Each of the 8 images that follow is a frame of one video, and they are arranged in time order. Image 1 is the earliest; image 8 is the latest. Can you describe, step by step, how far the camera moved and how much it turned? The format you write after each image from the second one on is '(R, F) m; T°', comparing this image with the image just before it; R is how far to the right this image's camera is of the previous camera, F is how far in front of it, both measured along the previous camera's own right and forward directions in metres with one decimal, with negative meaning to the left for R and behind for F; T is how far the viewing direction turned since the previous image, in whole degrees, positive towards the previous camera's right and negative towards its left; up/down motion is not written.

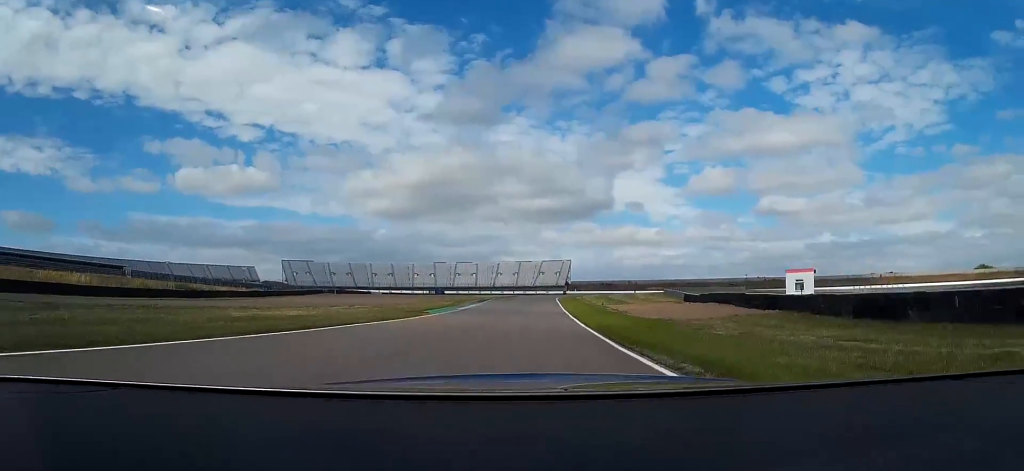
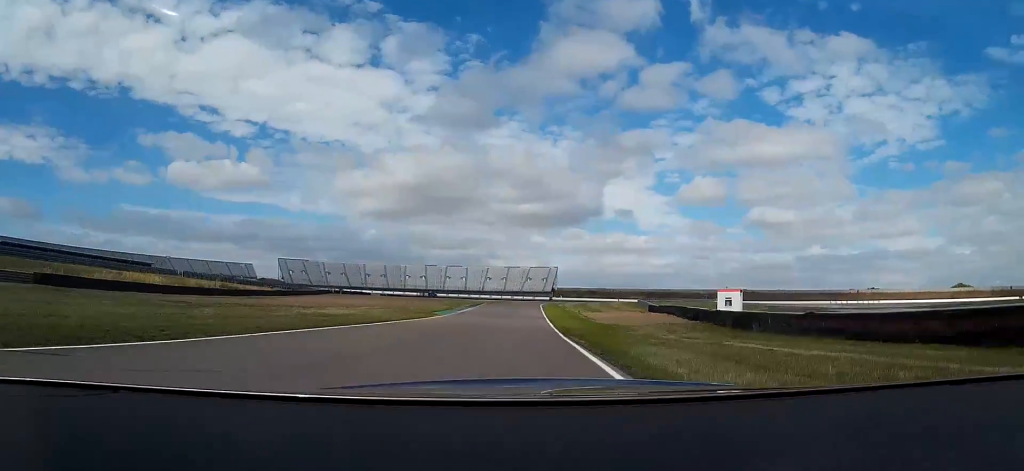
(+0.1, +15.5) m; +1°
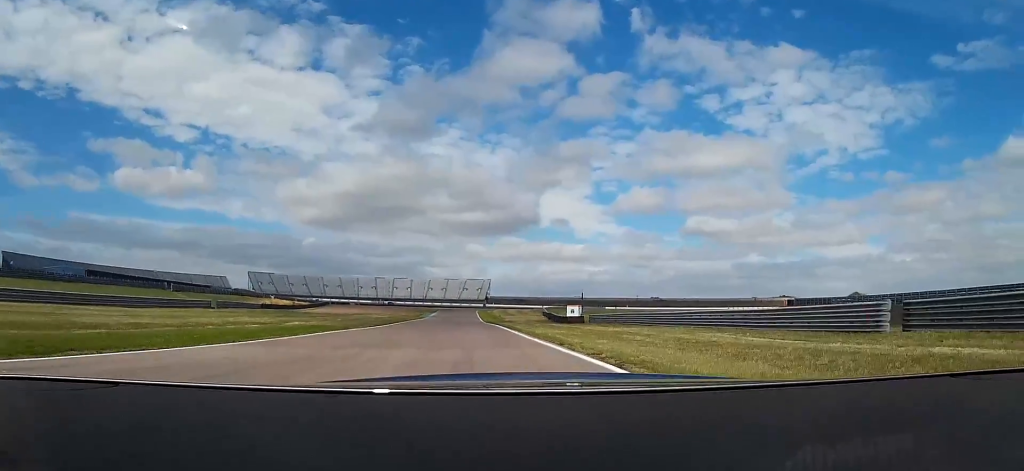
(+3.3, +71.5) m; +7°
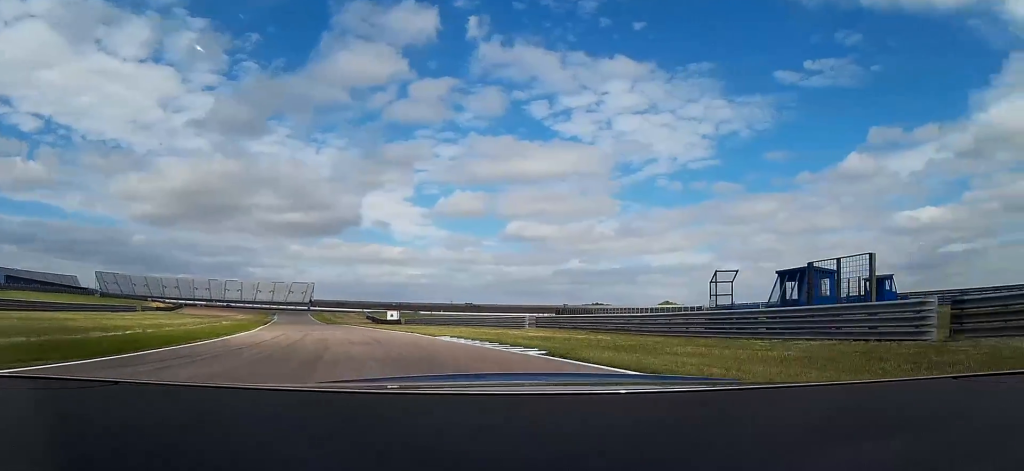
(+2.1, +34.4) m; +11°
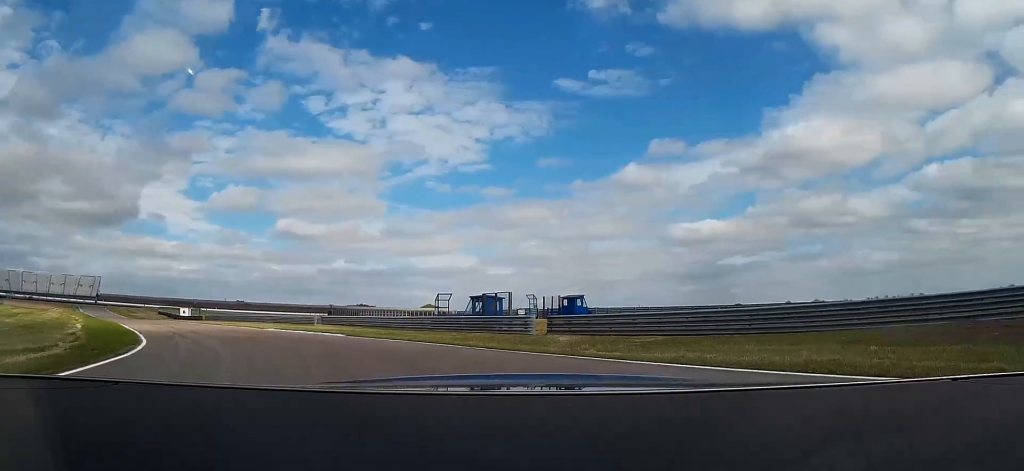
(+2.6, +20.6) m; +19°
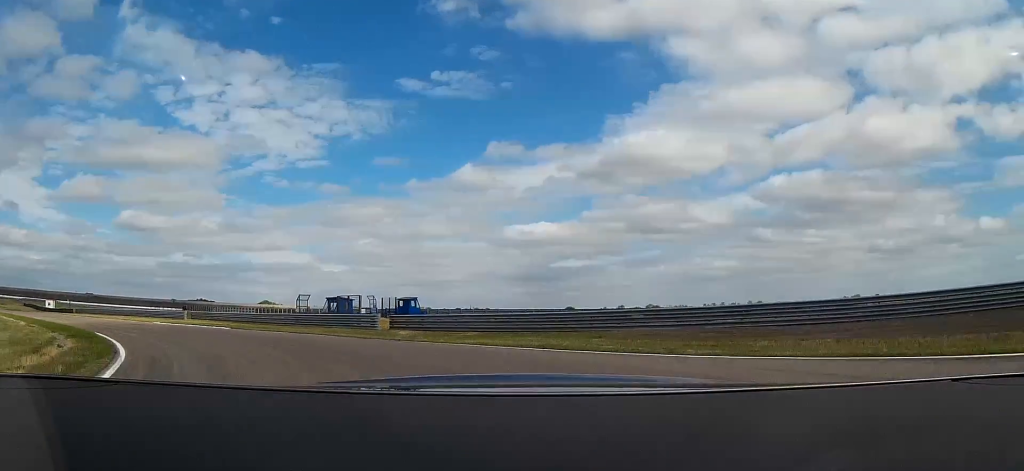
(+1.9, +9.8) m; +17°
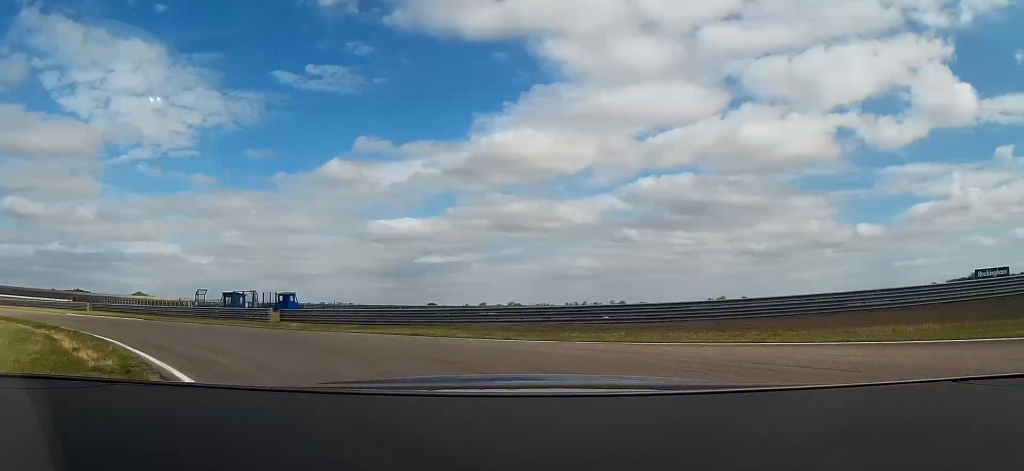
(+0.3, +7.2) m; +14°
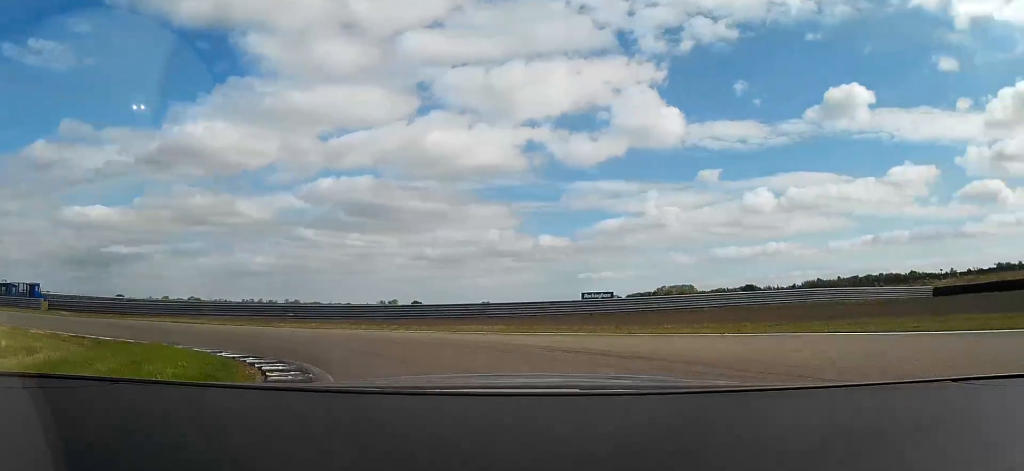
(+3.3, +11.9) m; +29°
